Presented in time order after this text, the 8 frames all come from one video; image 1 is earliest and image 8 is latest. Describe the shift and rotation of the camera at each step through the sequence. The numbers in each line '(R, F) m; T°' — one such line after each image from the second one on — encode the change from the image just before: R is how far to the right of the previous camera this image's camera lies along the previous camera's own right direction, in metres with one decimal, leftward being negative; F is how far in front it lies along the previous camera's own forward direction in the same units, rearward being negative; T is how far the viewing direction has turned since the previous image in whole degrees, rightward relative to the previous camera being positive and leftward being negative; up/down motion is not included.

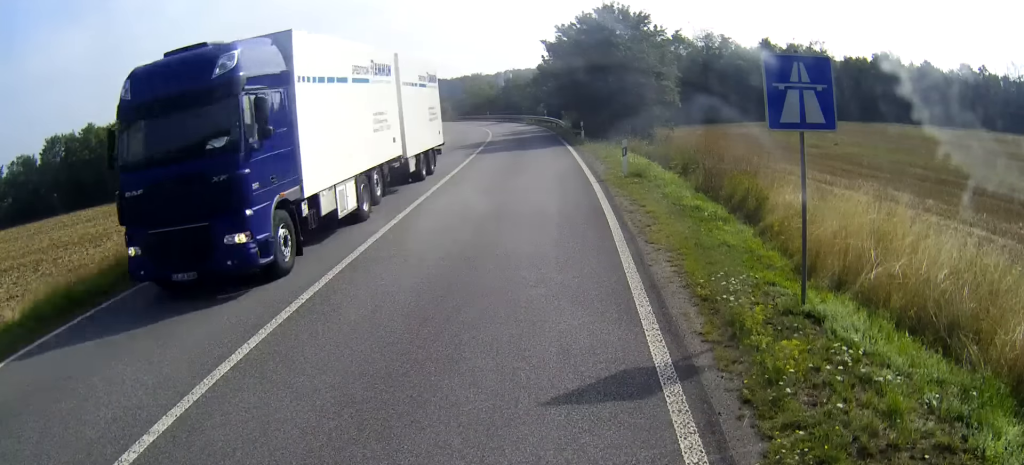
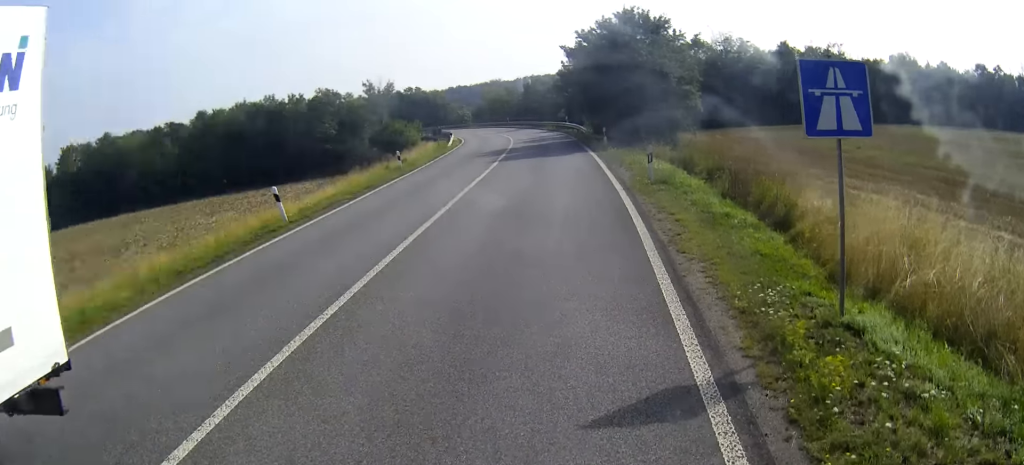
(0.0, +0.1) m; 0°
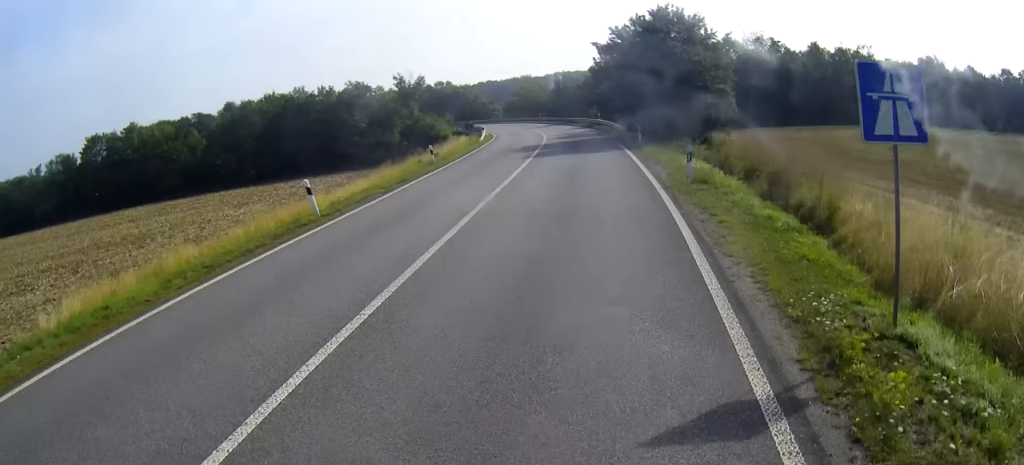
(0.0, 0.0) m; 0°
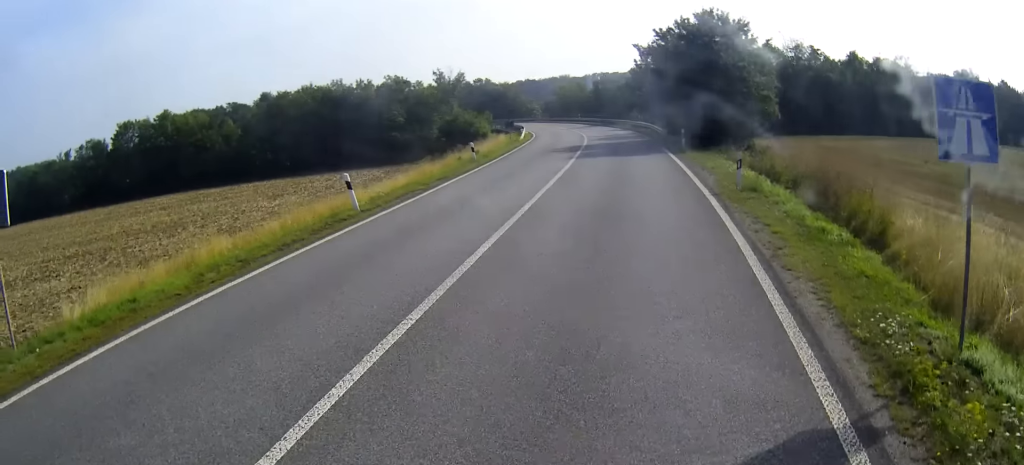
(0.0, +0.2) m; 0°
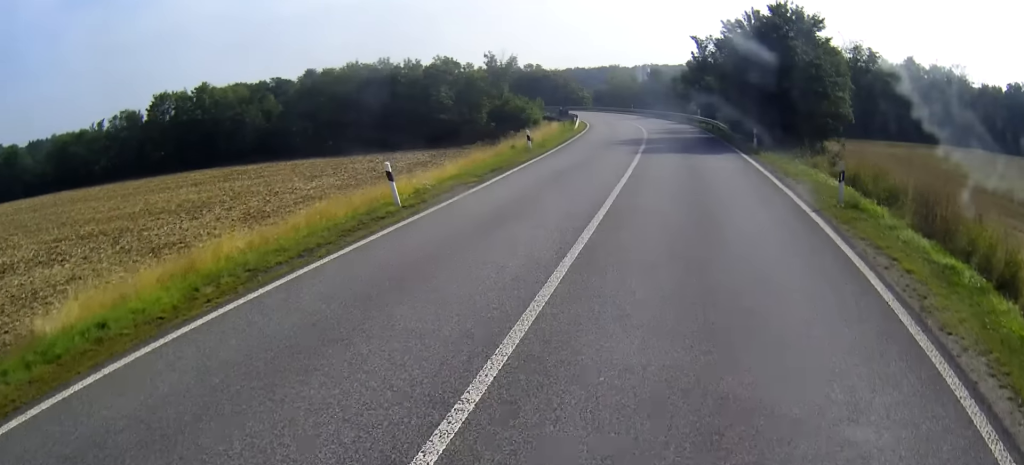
(-0.2, +1.9) m; -1°
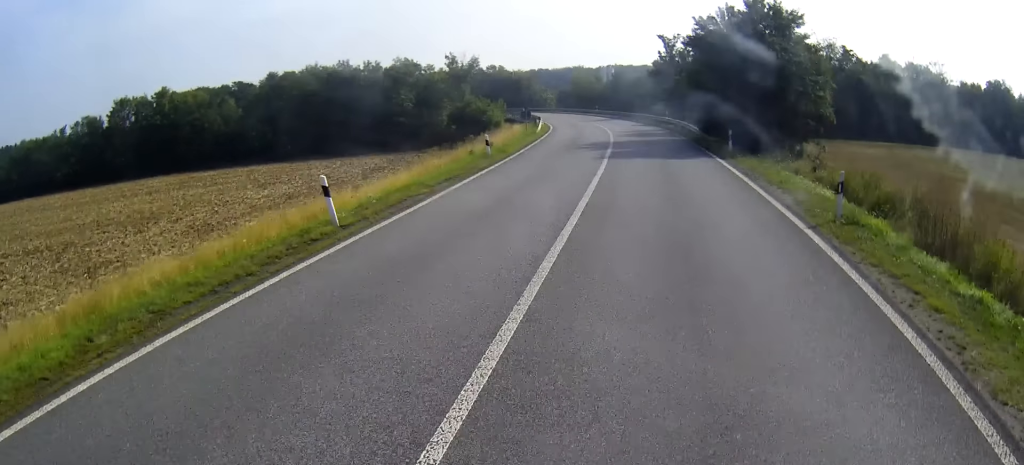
(0.0, +1.8) m; +2°
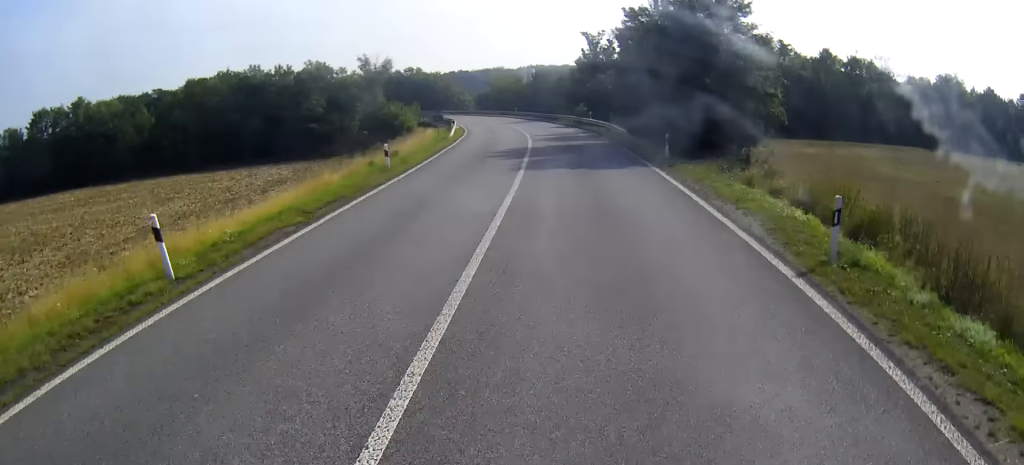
(+0.1, +3.2) m; +4°
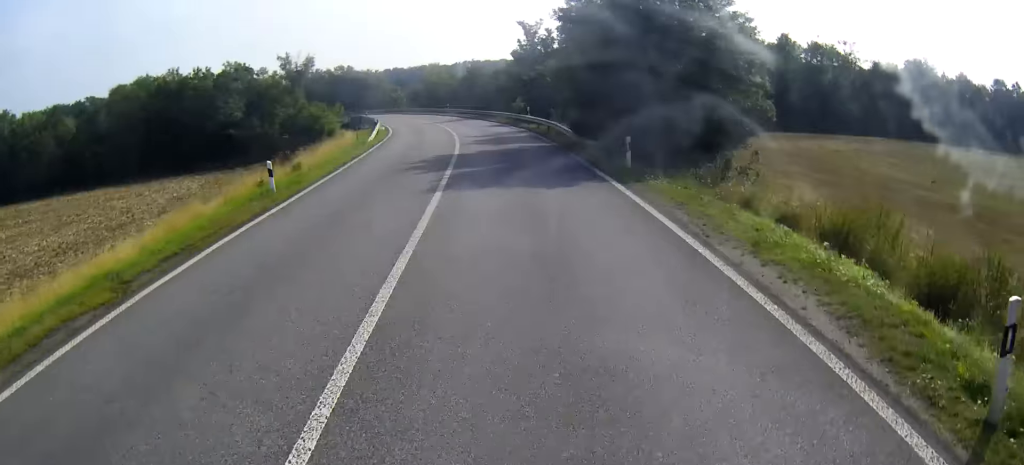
(+0.1, +6.0) m; +1°
